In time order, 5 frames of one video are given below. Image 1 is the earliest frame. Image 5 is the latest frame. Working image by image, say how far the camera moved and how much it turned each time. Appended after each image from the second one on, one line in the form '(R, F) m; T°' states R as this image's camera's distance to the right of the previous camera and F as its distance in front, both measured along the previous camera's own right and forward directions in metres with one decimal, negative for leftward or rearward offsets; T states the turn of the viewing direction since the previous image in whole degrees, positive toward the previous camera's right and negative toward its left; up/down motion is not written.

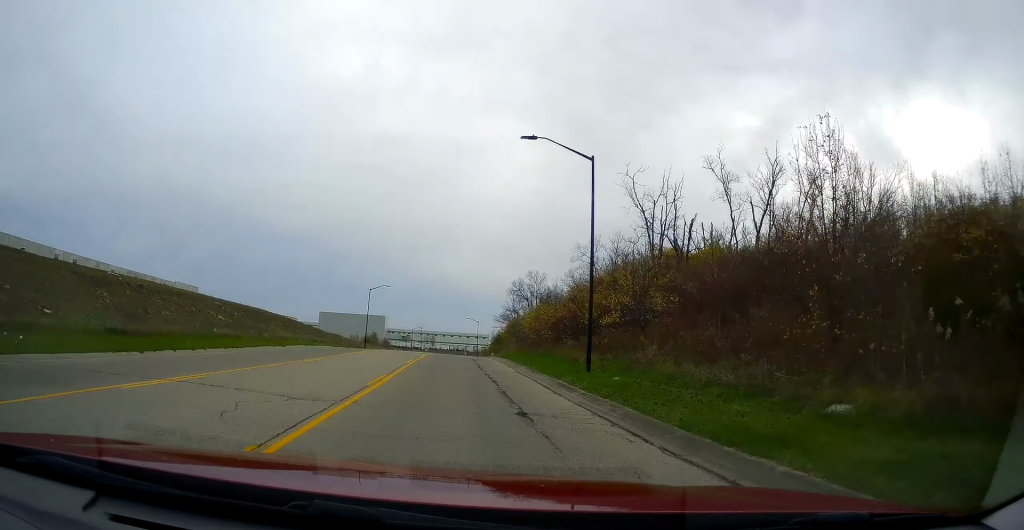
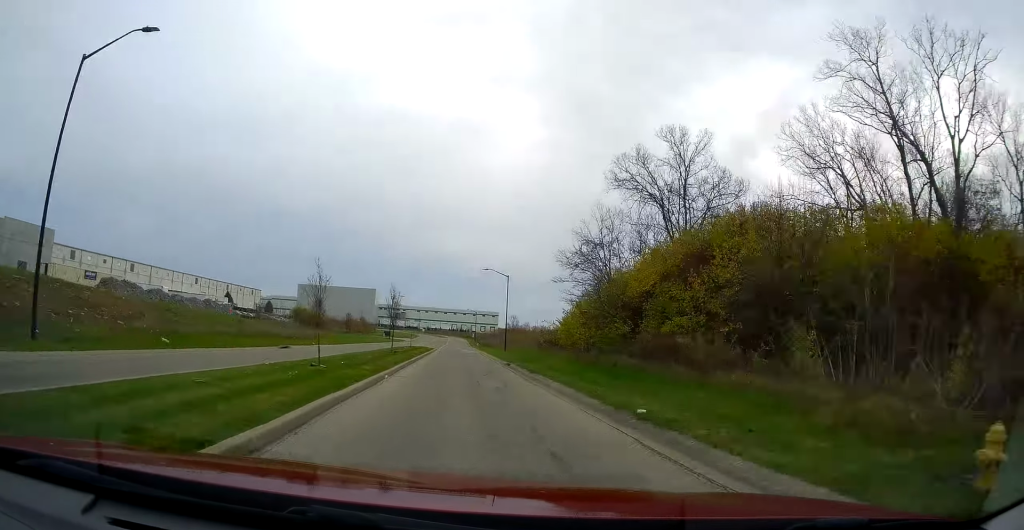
(-0.8, +70.7) m; -1°
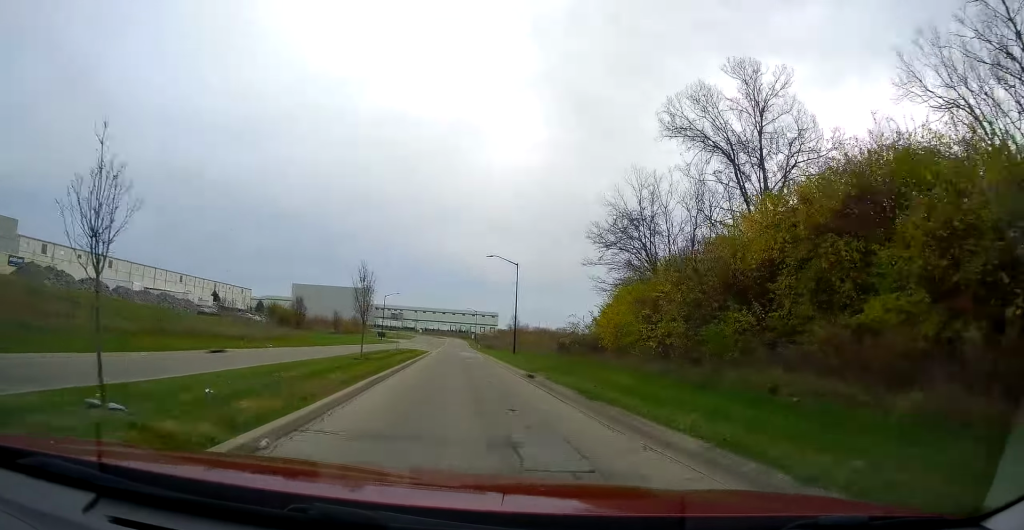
(0.0, +11.4) m; 0°
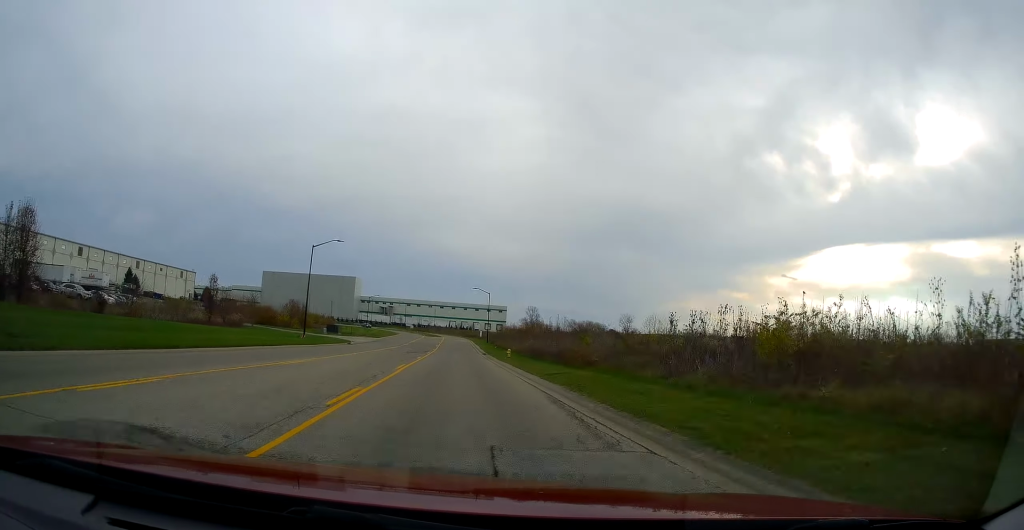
(+1.2, +58.8) m; +2°
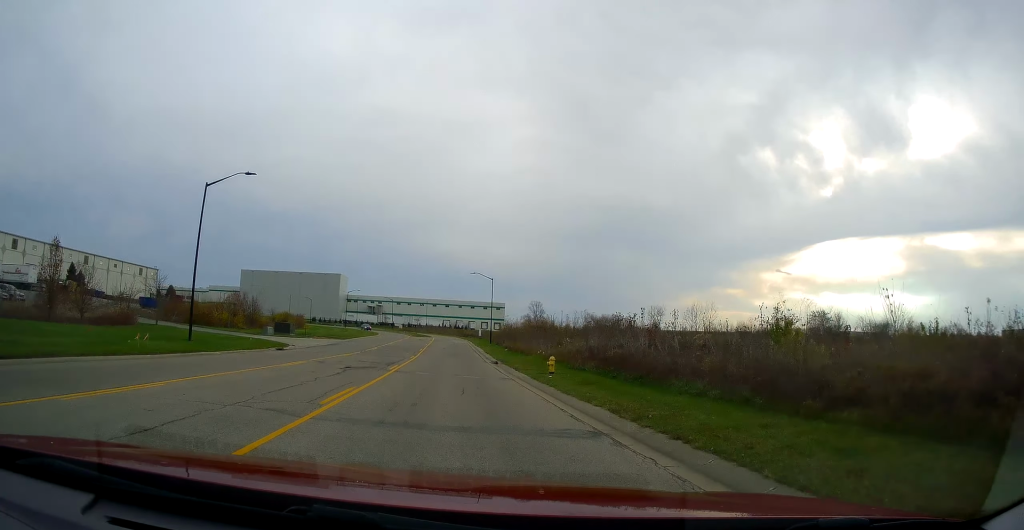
(-0.5, +23.7) m; -1°
